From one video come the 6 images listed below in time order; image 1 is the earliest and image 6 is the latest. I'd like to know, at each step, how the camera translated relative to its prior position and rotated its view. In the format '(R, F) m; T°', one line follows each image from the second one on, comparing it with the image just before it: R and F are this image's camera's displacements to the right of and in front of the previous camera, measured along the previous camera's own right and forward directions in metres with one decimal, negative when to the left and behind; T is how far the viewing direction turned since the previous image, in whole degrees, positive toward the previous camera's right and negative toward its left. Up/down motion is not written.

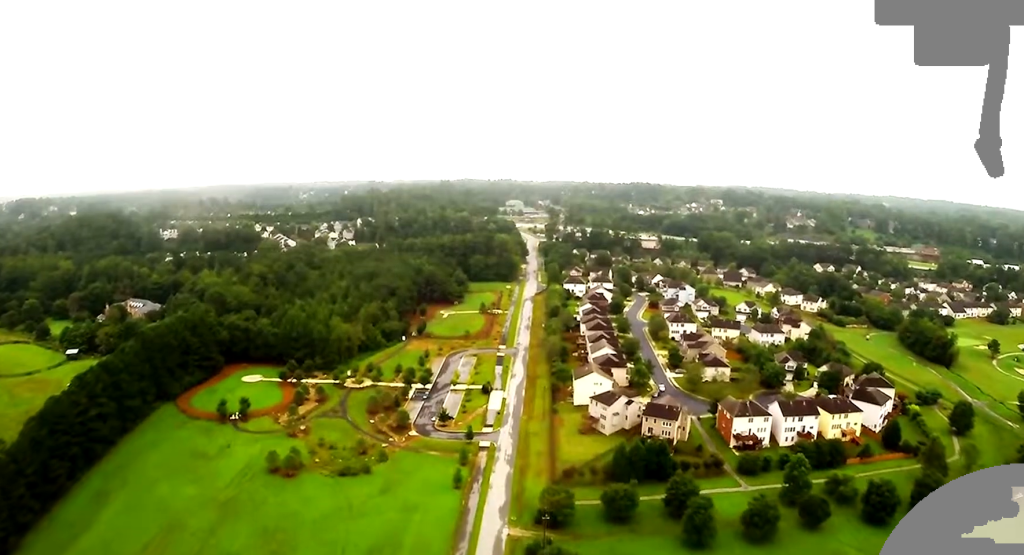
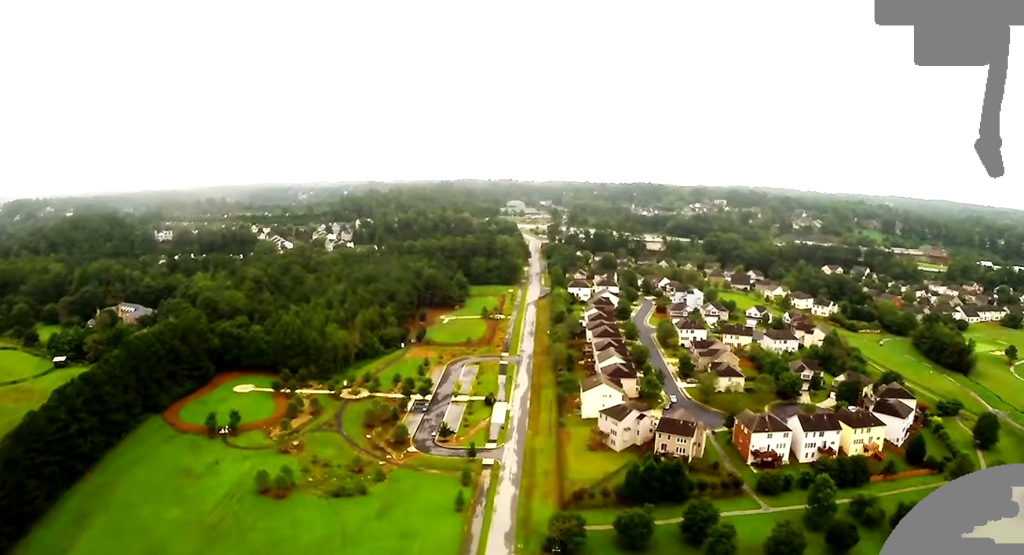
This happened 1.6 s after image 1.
(0.0, +12.2) m; +1°
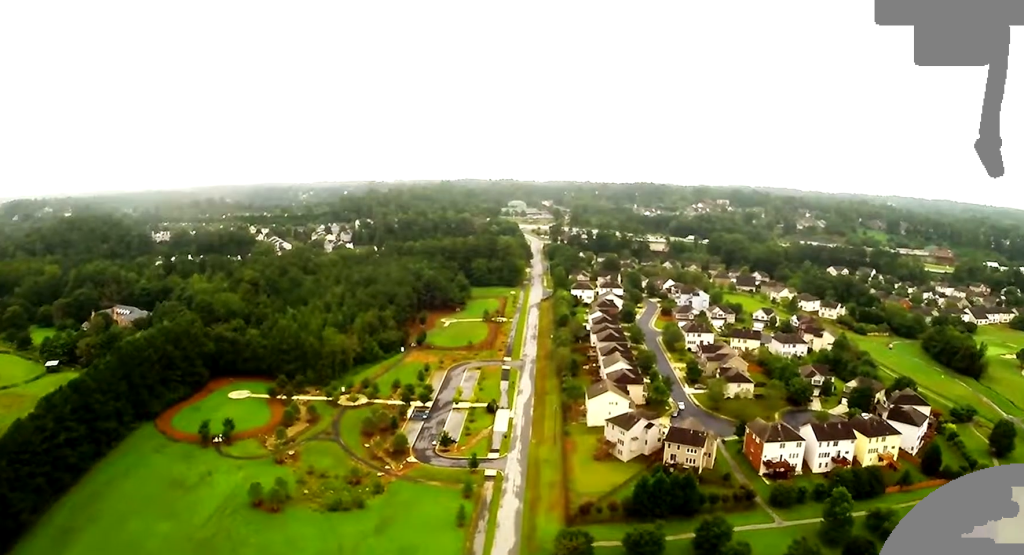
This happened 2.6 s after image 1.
(+0.1, +7.3) m; +1°
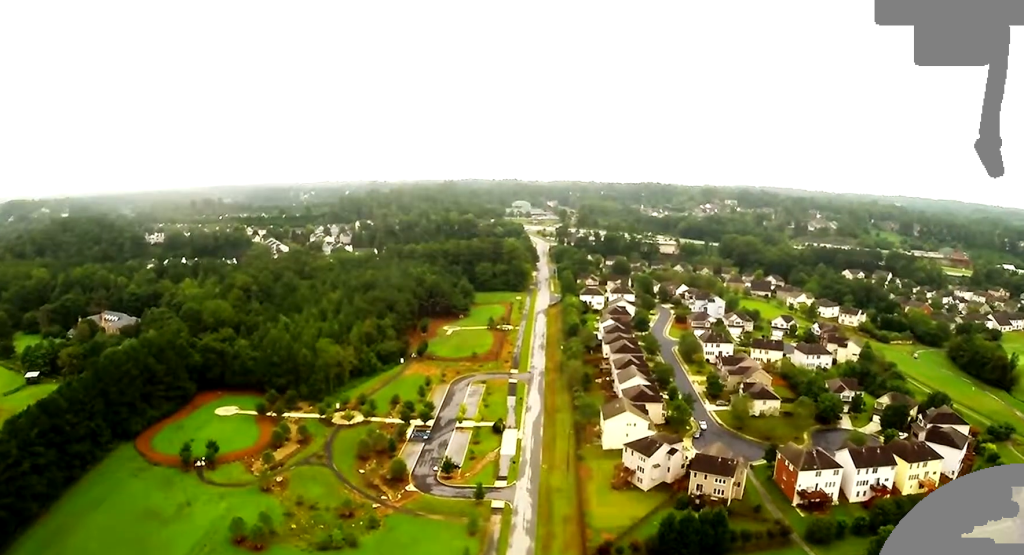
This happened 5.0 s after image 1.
(-0.4, +18.0) m; -1°
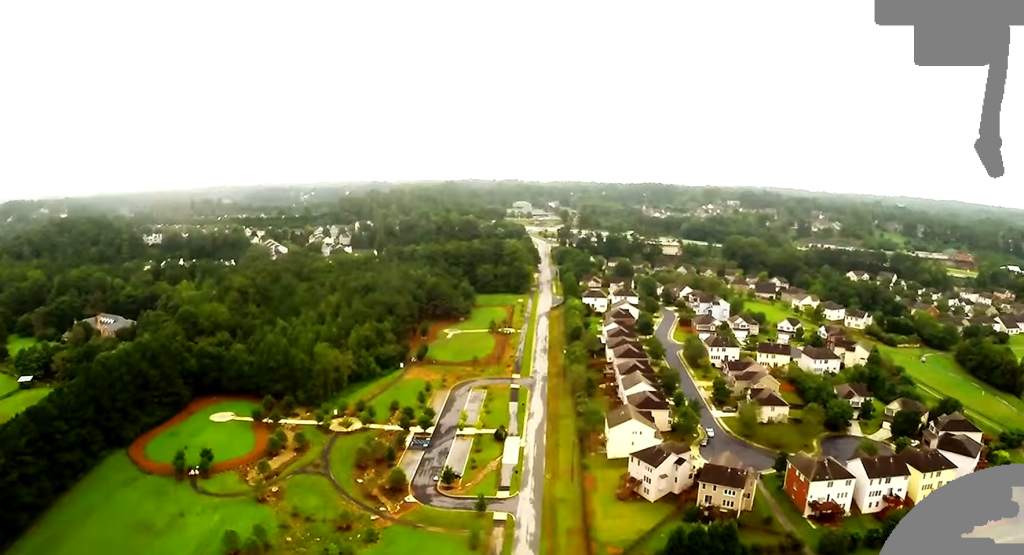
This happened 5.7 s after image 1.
(0.0, +5.5) m; +1°
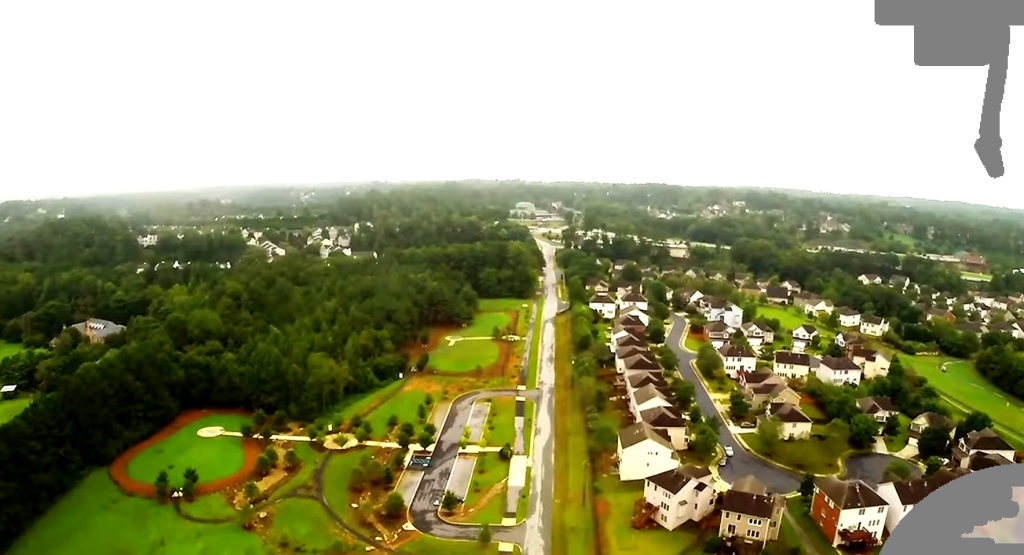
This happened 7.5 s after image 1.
(+0.1, +13.4) m; 0°
